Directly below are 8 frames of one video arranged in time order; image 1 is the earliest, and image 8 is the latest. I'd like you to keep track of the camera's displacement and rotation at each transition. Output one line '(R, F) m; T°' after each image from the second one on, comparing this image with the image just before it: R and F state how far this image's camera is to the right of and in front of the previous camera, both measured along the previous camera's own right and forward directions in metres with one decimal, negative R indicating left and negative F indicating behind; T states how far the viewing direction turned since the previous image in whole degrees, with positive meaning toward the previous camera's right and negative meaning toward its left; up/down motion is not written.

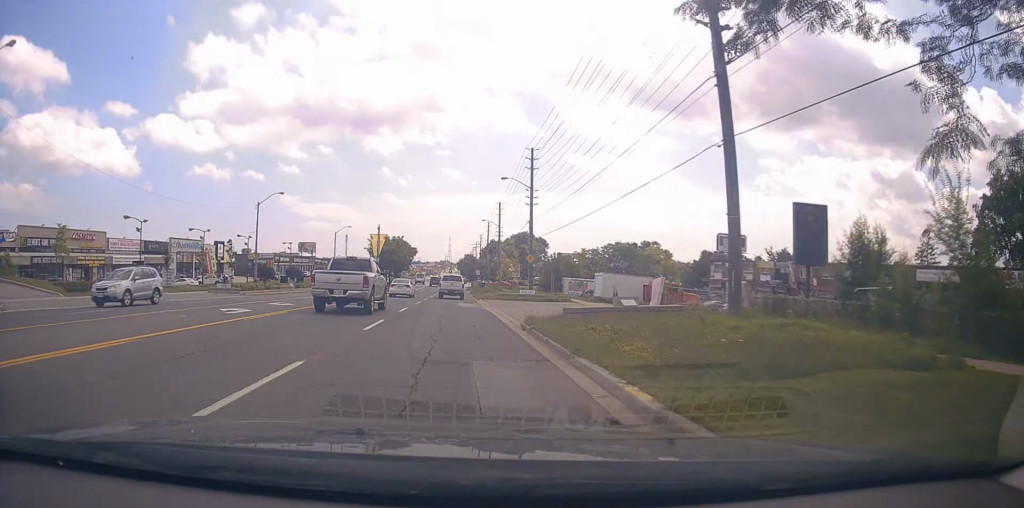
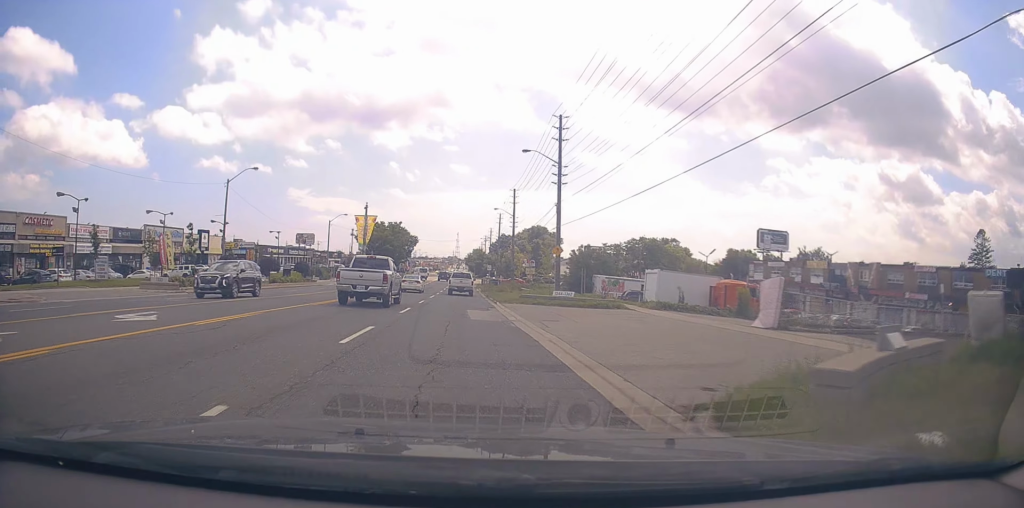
(-0.1, +12.1) m; +1°
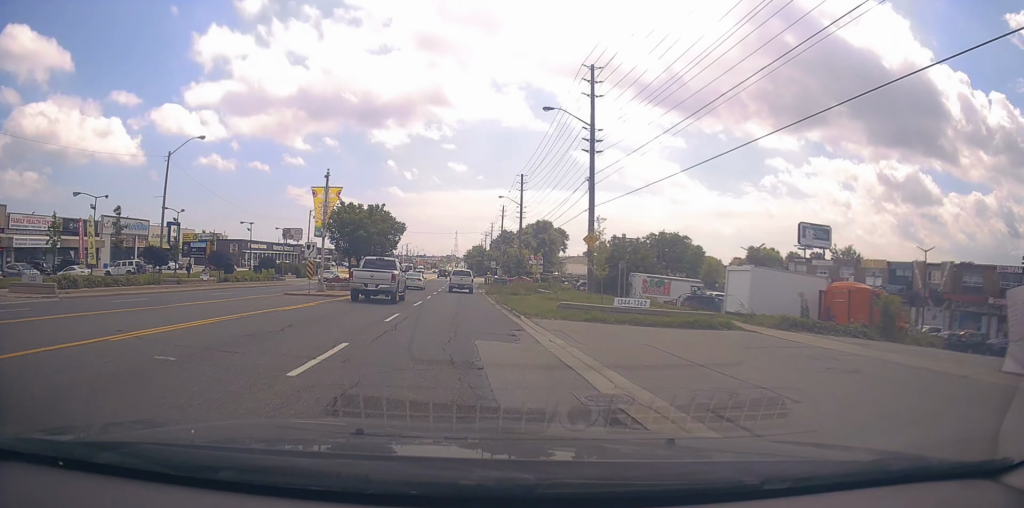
(+0.3, +12.6) m; +1°
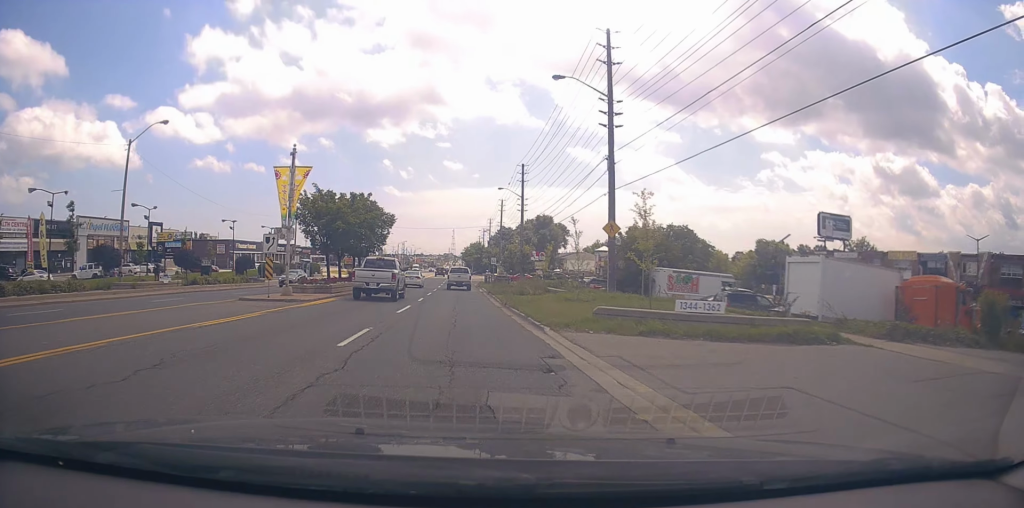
(+0.1, +5.7) m; -1°
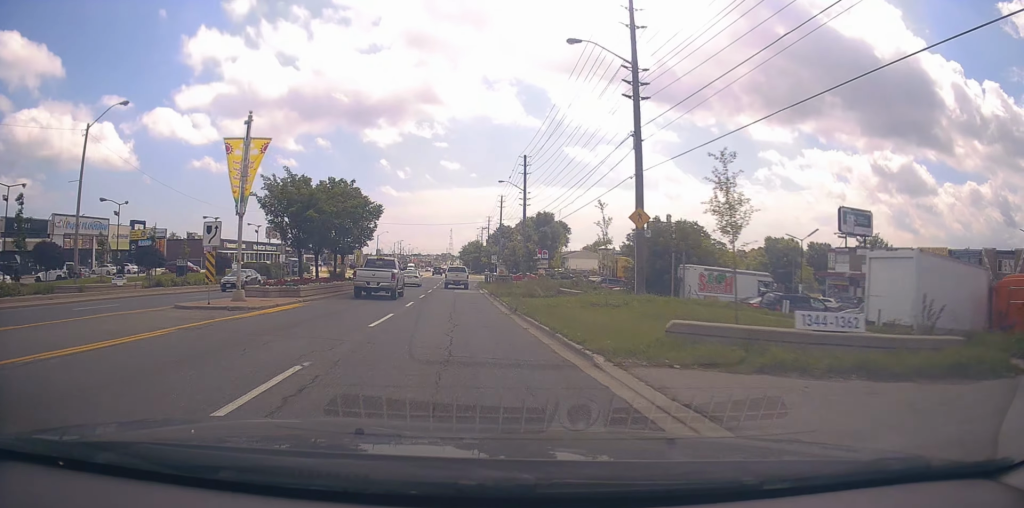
(+0.1, +5.2) m; -1°
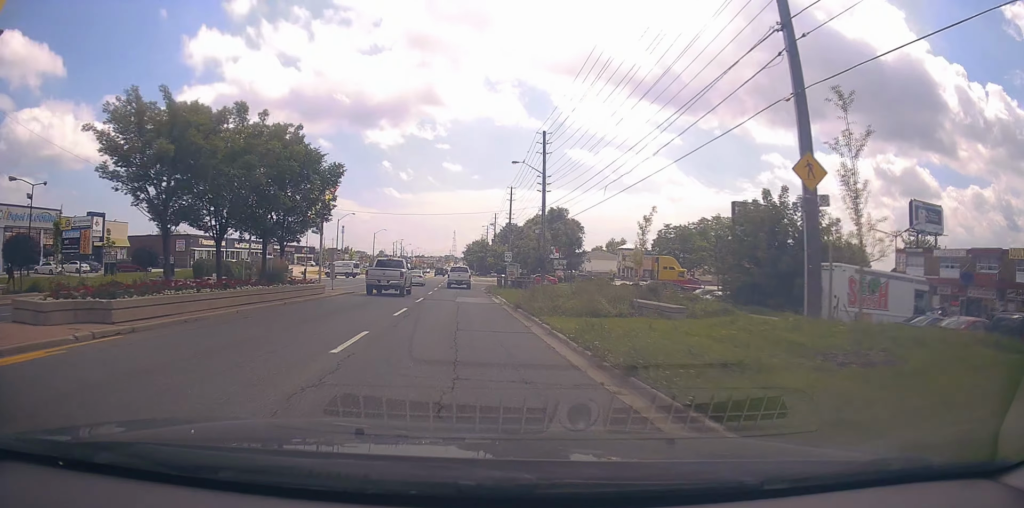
(-0.4, +13.1) m; -1°
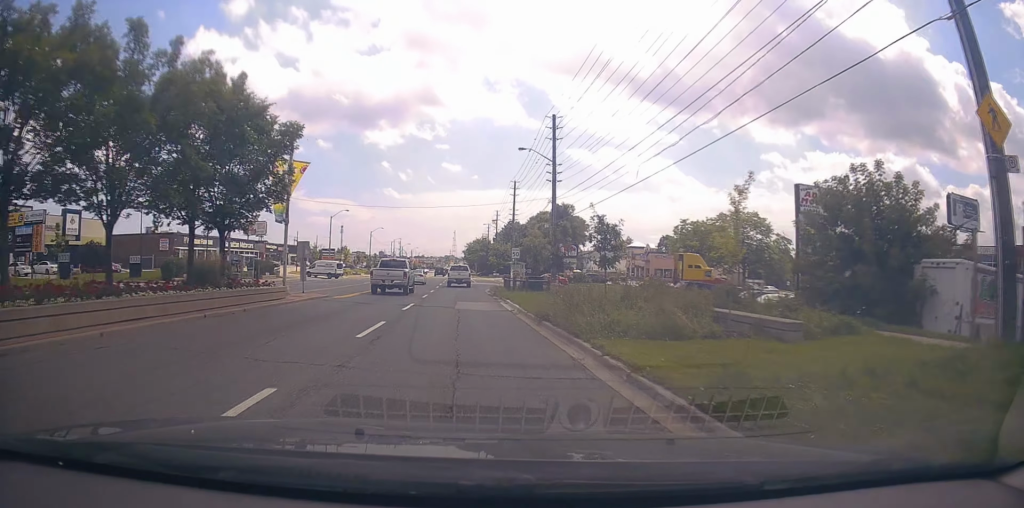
(+0.2, +6.2) m; 0°
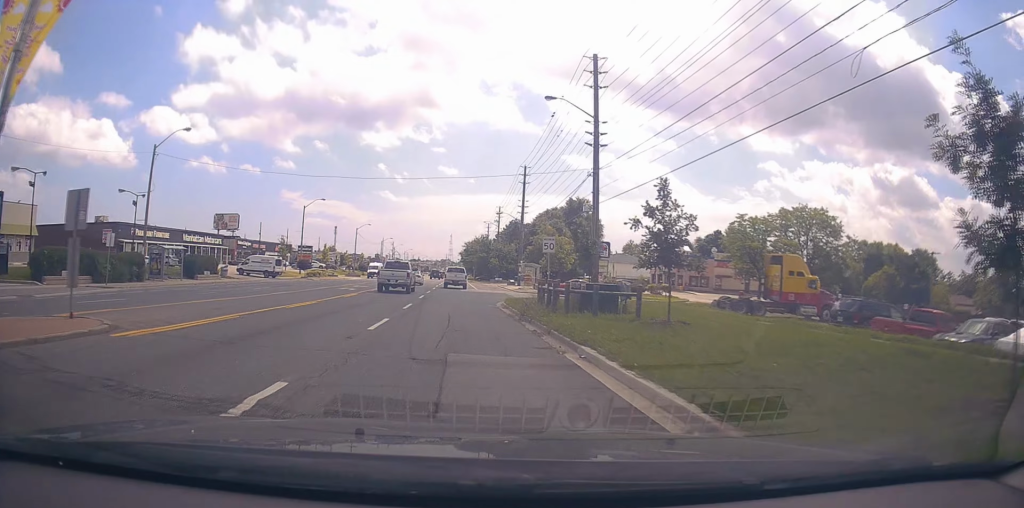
(0.0, +16.8) m; -1°
